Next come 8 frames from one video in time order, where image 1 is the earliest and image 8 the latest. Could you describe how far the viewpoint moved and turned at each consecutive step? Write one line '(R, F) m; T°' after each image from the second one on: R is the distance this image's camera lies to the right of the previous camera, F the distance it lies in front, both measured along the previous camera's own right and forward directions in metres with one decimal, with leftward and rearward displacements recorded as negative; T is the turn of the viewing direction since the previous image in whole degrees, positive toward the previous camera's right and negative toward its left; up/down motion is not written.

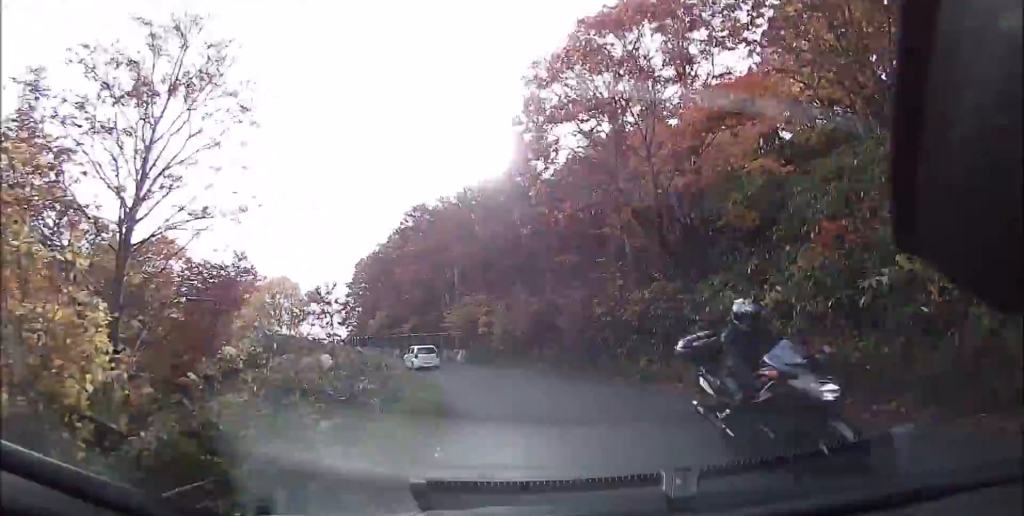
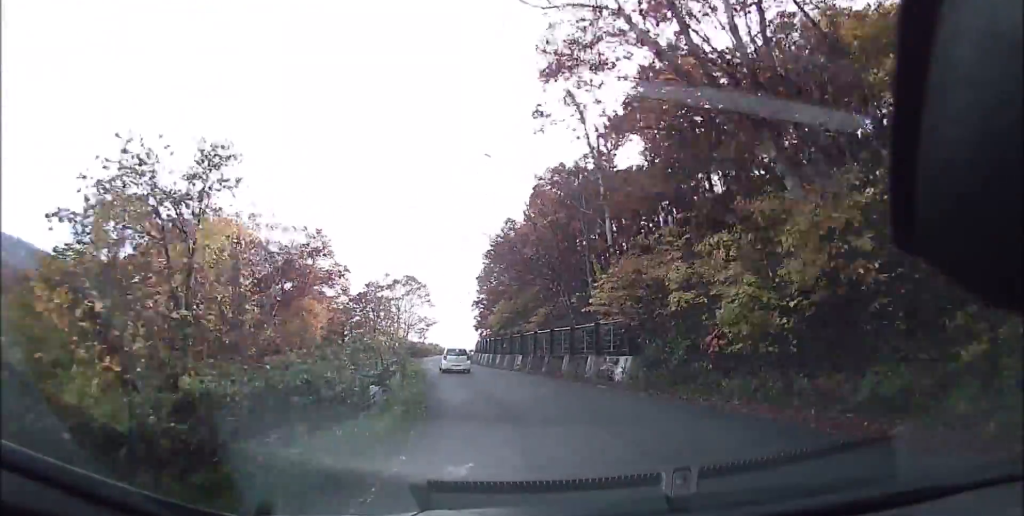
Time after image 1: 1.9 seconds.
(-1.7, +18.8) m; -15°
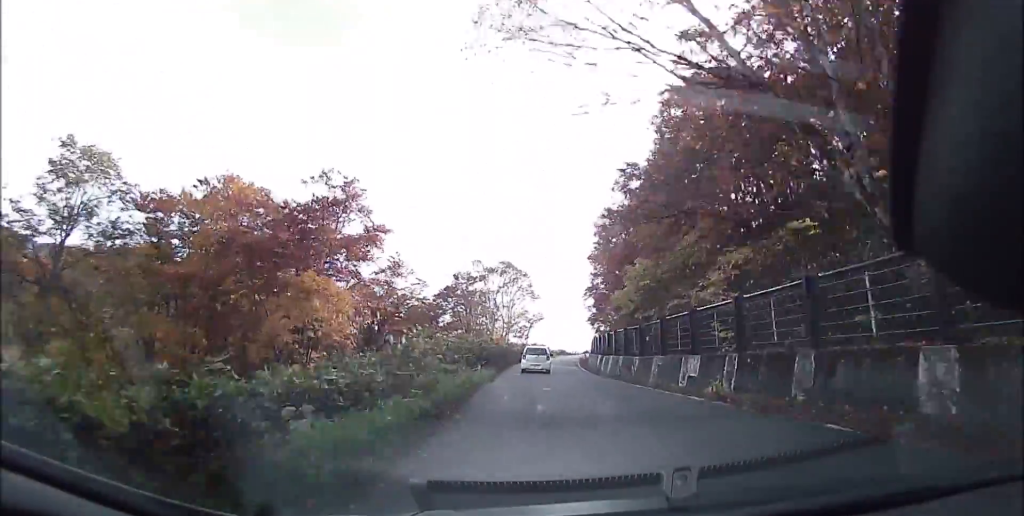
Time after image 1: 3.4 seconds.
(-2.3, +15.7) m; -13°
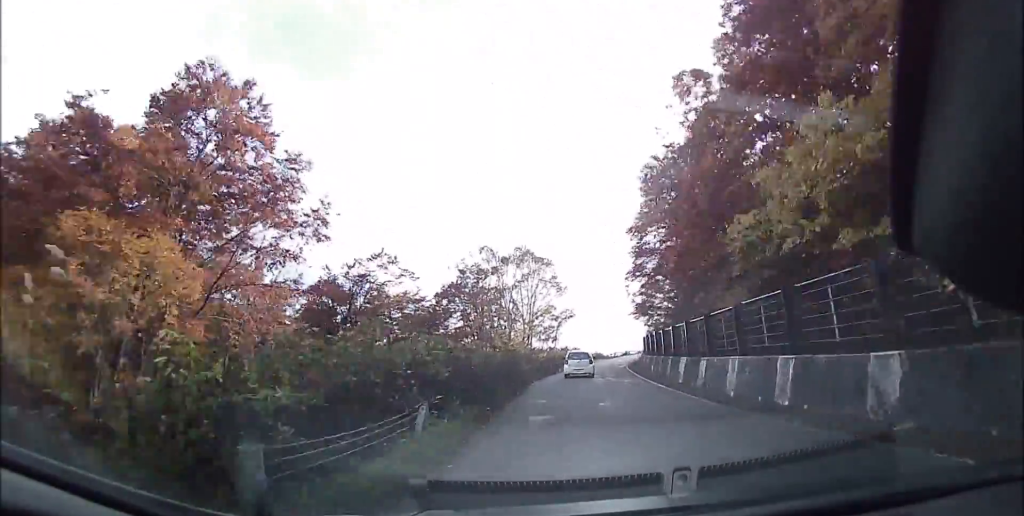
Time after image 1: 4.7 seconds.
(-0.8, +12.9) m; -7°
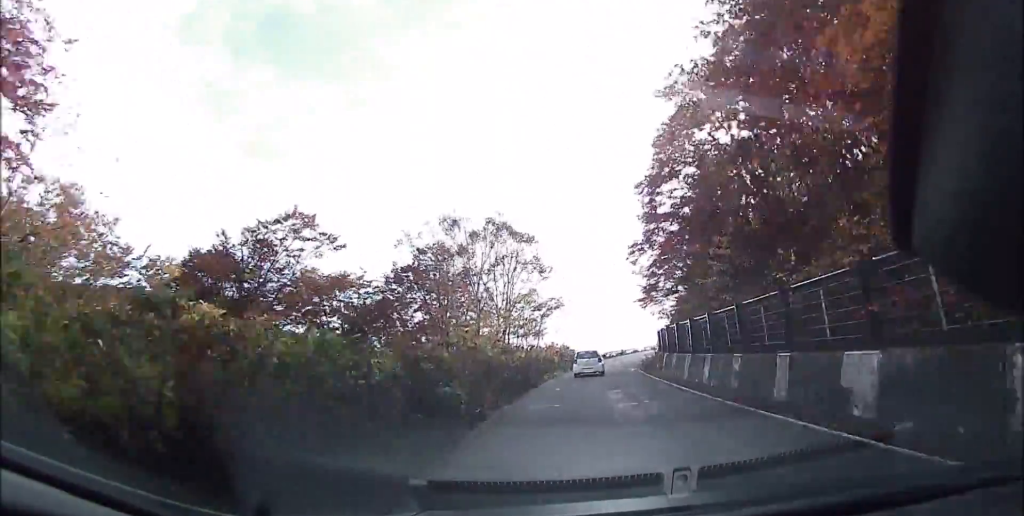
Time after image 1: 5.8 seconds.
(-0.7, +11.9) m; 0°
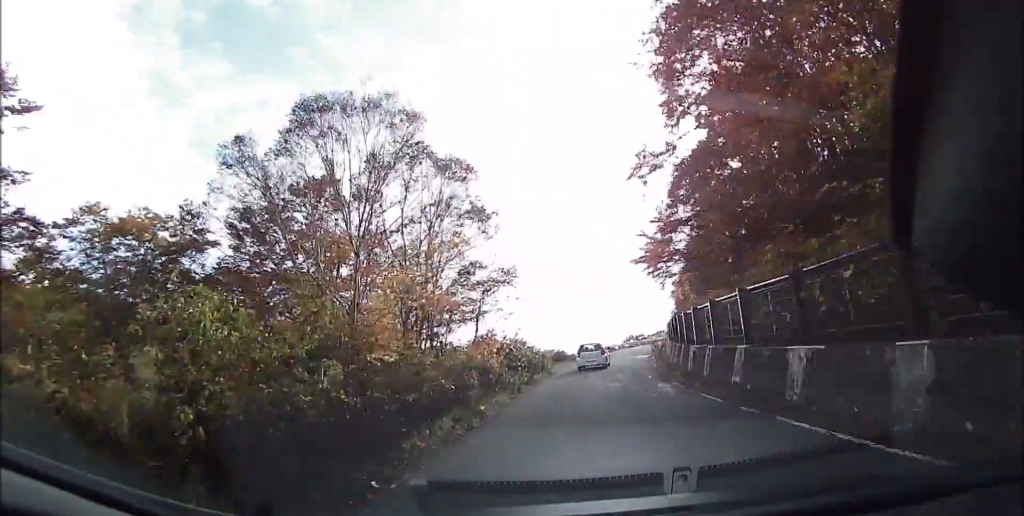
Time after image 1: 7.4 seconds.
(+0.5, +17.4) m; +4°
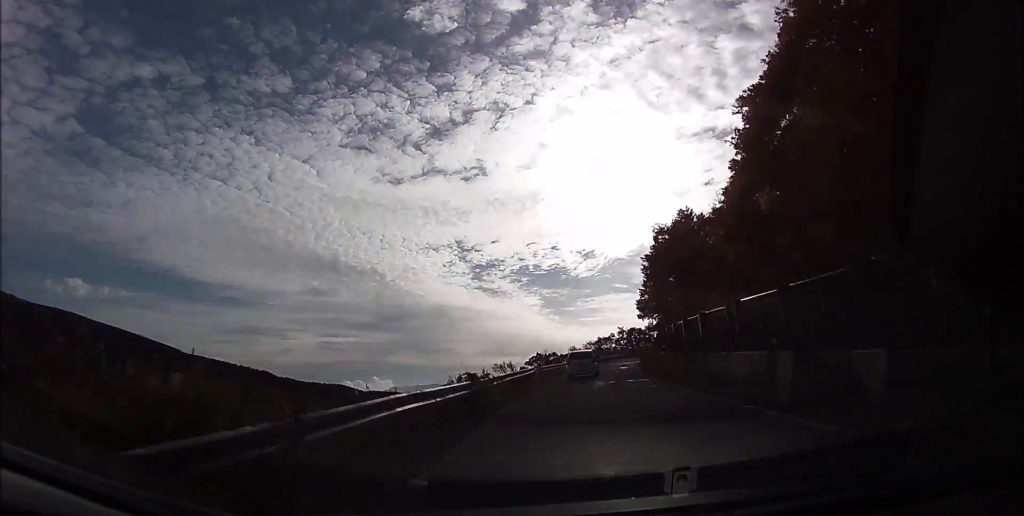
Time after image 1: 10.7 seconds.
(+2.8, +35.2) m; +10°
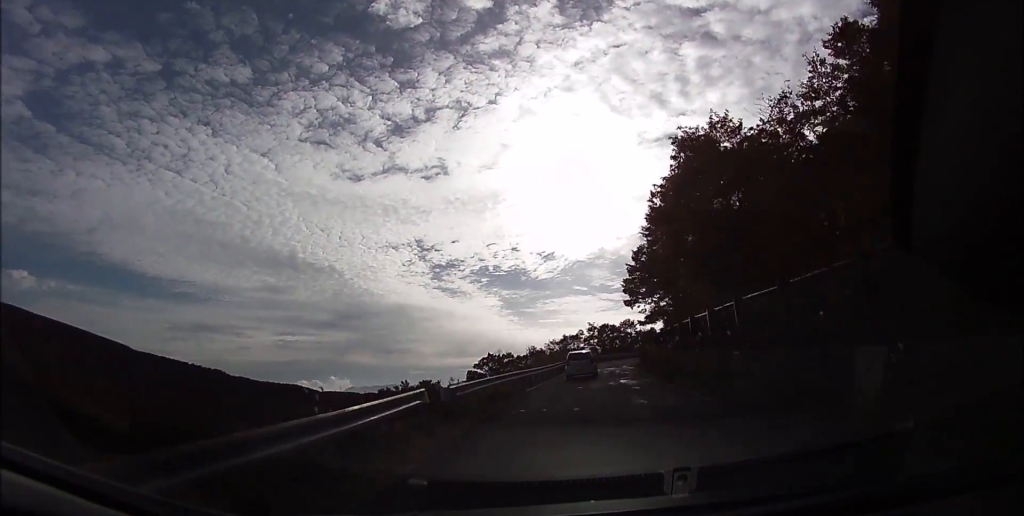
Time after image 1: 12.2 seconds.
(+0.8, +15.5) m; +5°
